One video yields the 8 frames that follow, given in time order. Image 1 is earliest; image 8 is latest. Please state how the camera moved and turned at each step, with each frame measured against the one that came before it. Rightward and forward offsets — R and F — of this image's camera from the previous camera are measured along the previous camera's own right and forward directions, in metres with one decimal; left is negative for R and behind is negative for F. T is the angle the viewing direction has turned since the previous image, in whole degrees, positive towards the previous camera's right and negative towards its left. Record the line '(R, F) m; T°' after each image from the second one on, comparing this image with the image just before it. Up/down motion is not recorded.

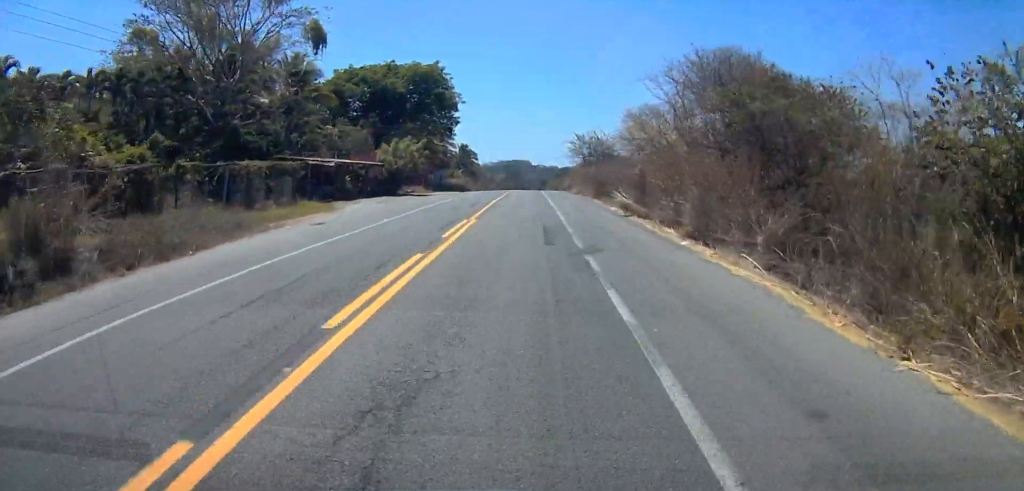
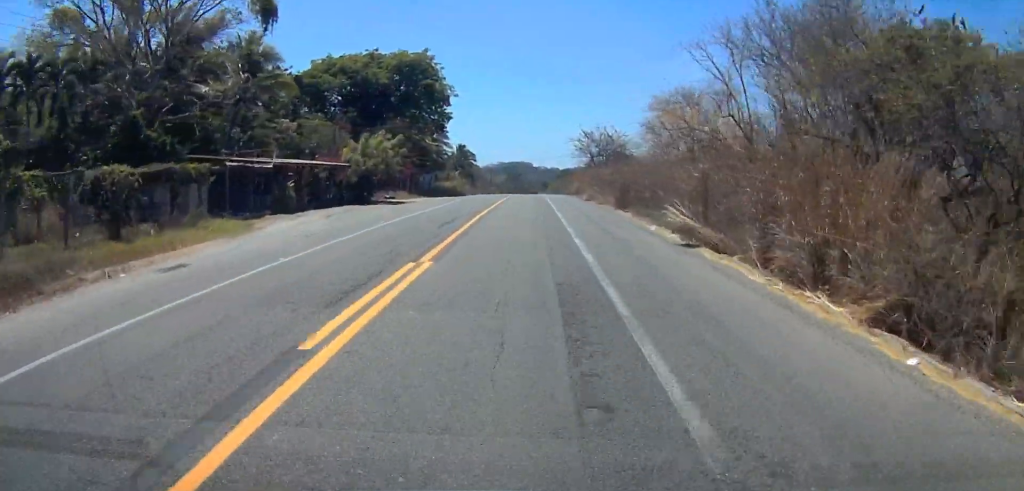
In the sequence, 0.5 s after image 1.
(0.0, +11.2) m; 0°
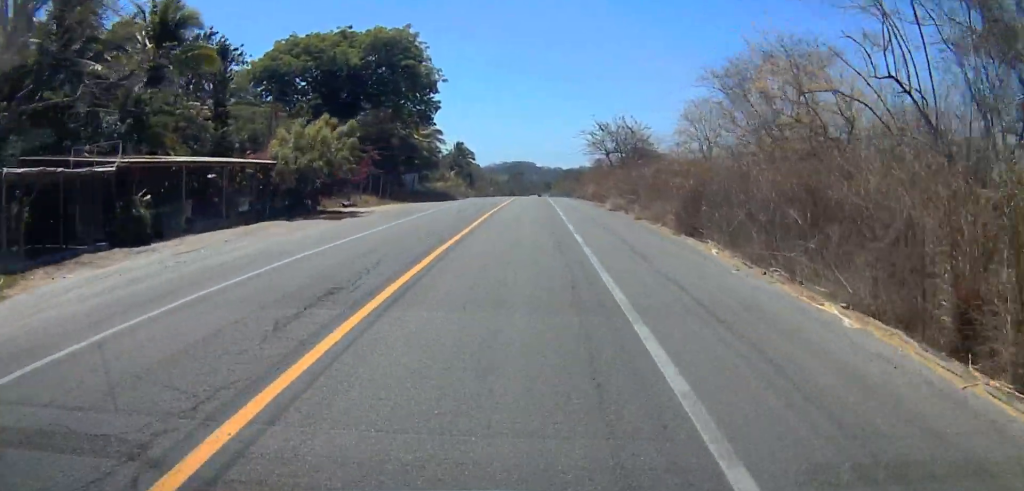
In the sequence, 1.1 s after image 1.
(0.0, +14.8) m; 0°
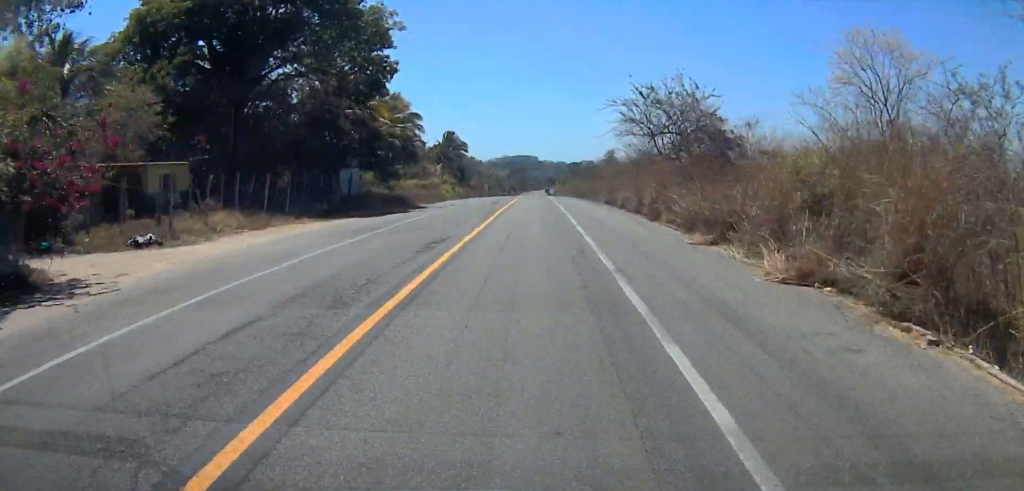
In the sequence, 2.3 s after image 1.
(0.0, +27.9) m; 0°
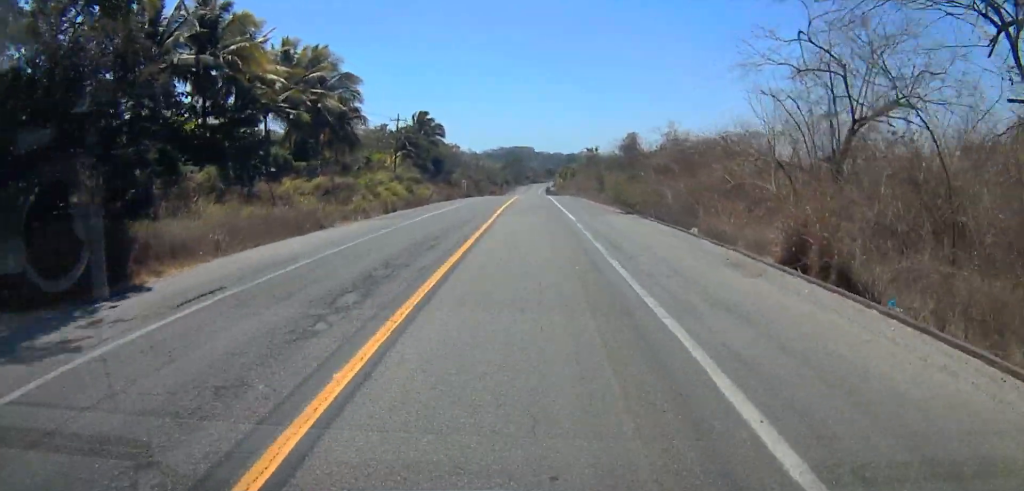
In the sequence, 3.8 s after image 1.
(0.0, +41.8) m; 0°
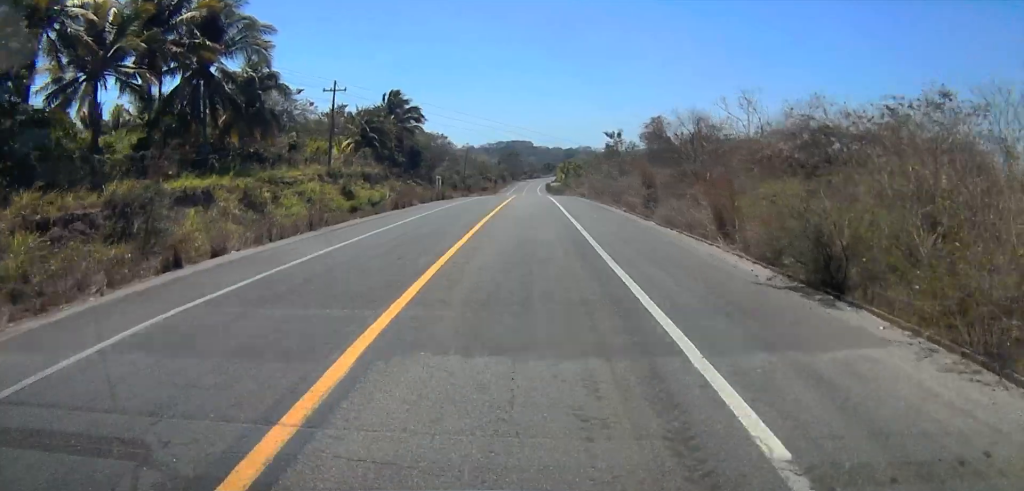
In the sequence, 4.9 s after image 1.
(+0.1, +27.4) m; +1°
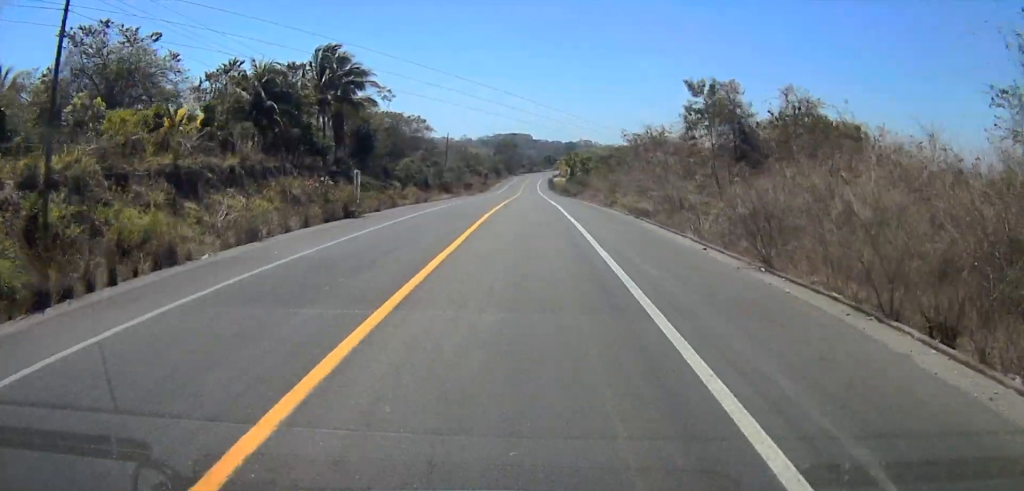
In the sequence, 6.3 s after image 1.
(+1.2, +31.4) m; +2°
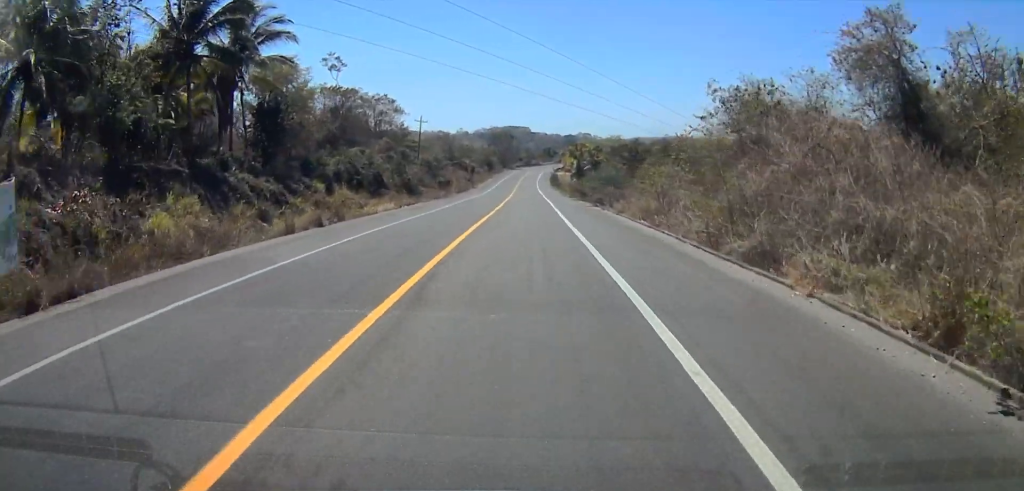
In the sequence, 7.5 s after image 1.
(-0.7, +29.1) m; -3°
